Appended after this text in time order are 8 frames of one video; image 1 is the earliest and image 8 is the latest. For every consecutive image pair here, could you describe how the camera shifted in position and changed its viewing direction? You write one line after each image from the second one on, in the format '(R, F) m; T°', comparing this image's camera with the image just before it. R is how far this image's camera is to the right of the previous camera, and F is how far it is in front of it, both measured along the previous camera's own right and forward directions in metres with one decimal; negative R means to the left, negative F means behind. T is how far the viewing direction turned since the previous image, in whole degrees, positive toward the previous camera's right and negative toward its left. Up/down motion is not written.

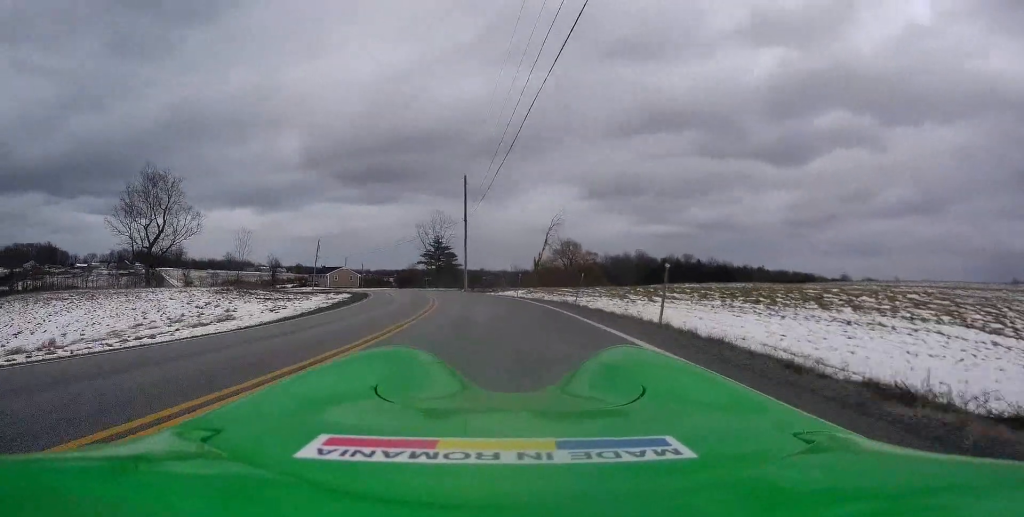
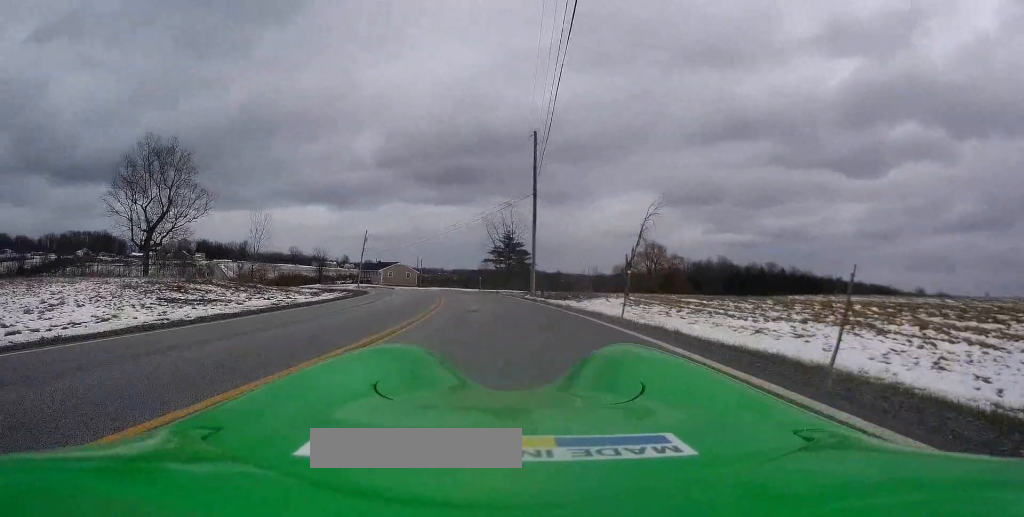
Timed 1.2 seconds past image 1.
(-1.8, +18.7) m; -11°
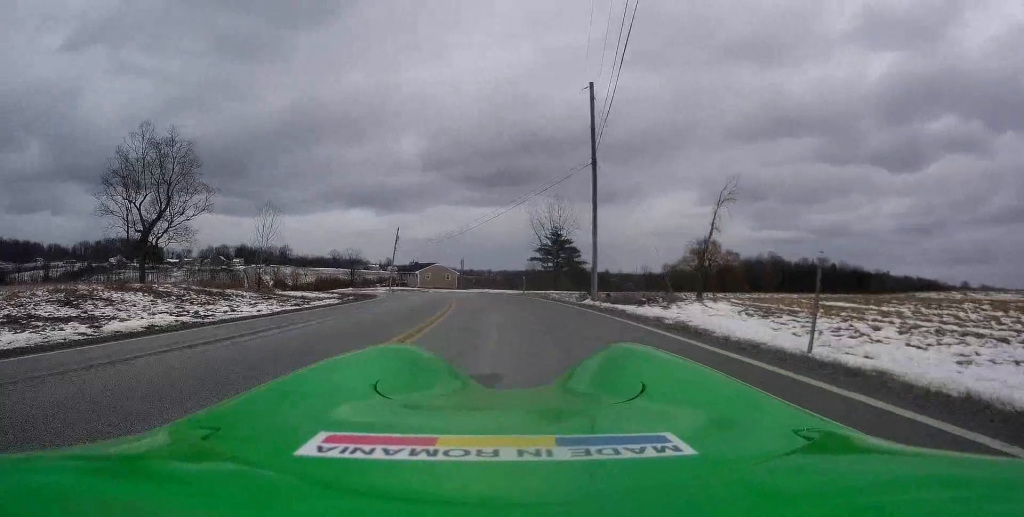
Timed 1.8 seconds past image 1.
(-1.0, +10.6) m; -5°
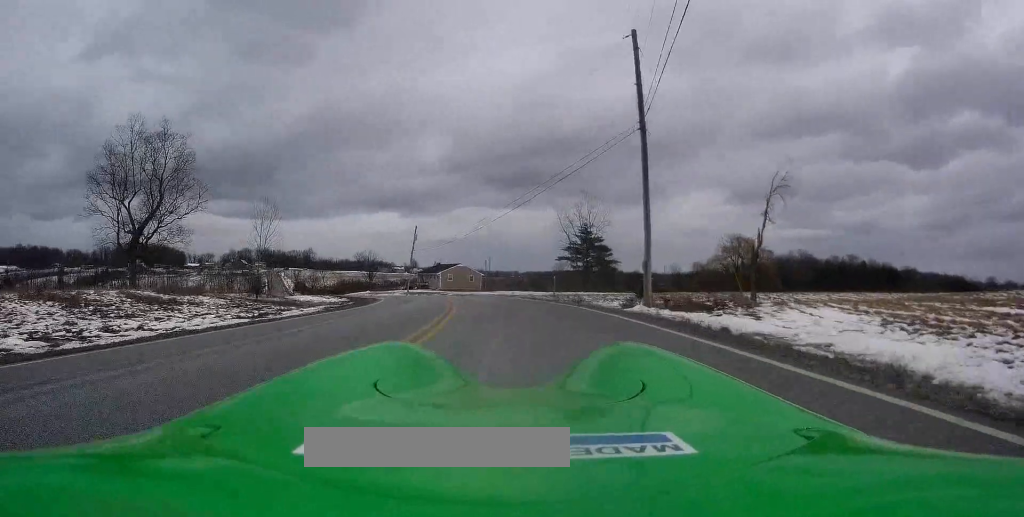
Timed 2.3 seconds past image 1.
(0.0, +6.6) m; +1°
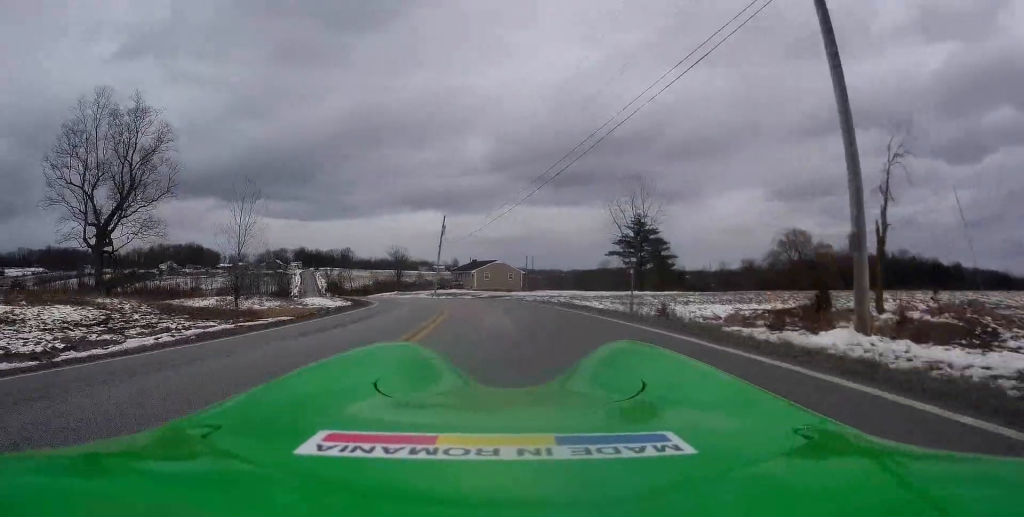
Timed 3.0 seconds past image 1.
(0.0, +12.4) m; 0°
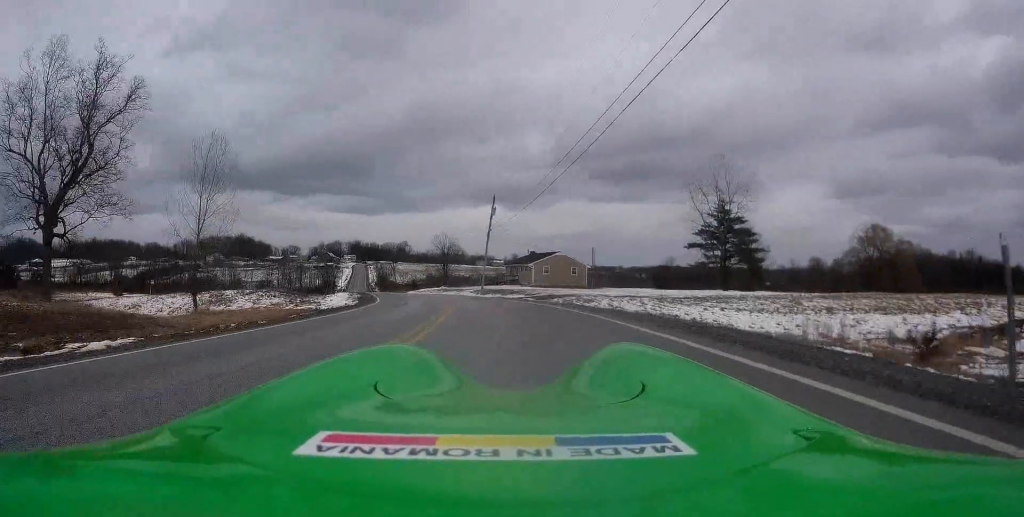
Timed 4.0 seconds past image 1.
(+0.7, +13.9) m; -11°
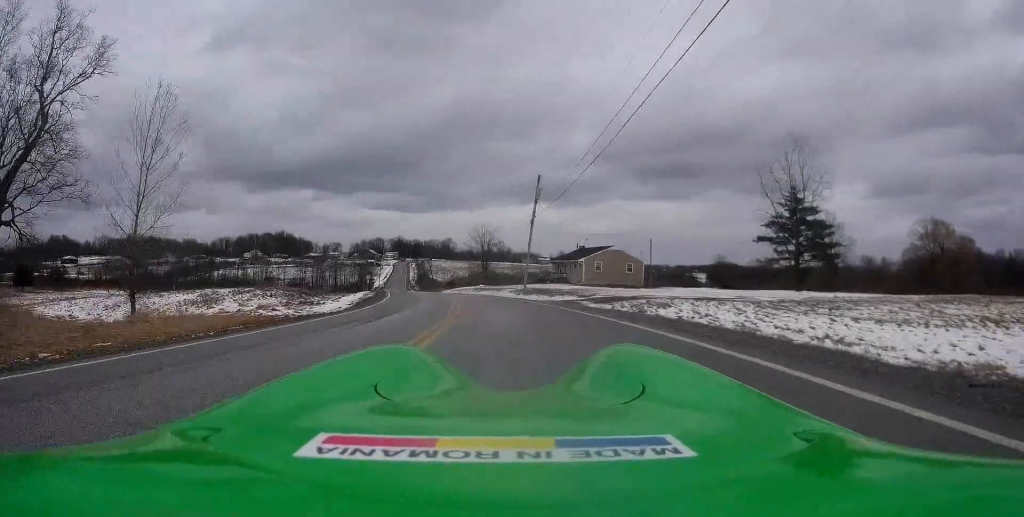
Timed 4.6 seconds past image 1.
(-2.4, +9.8) m; -7°
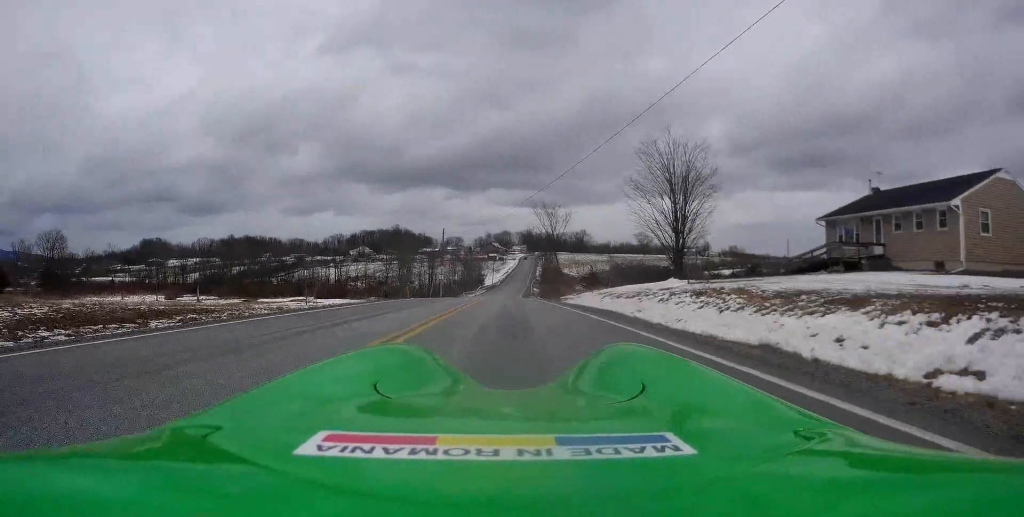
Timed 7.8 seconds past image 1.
(-8.8, +51.8) m; -12°
